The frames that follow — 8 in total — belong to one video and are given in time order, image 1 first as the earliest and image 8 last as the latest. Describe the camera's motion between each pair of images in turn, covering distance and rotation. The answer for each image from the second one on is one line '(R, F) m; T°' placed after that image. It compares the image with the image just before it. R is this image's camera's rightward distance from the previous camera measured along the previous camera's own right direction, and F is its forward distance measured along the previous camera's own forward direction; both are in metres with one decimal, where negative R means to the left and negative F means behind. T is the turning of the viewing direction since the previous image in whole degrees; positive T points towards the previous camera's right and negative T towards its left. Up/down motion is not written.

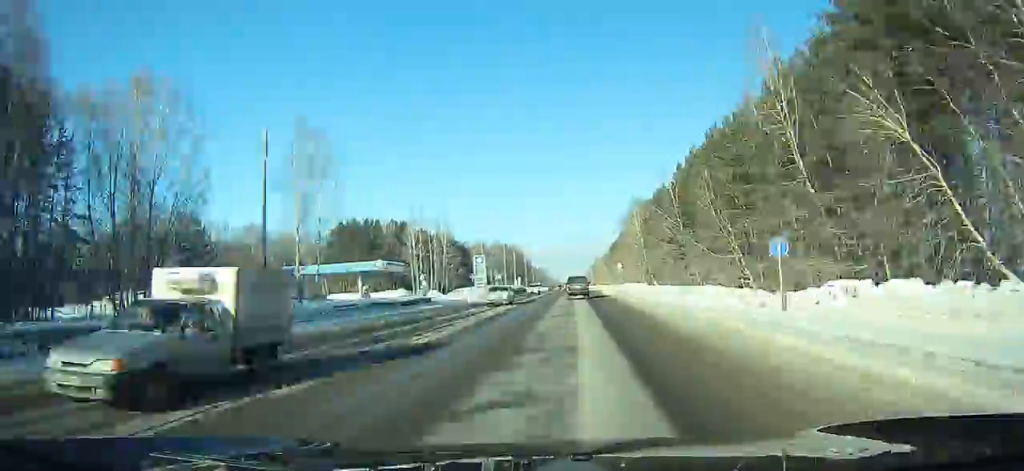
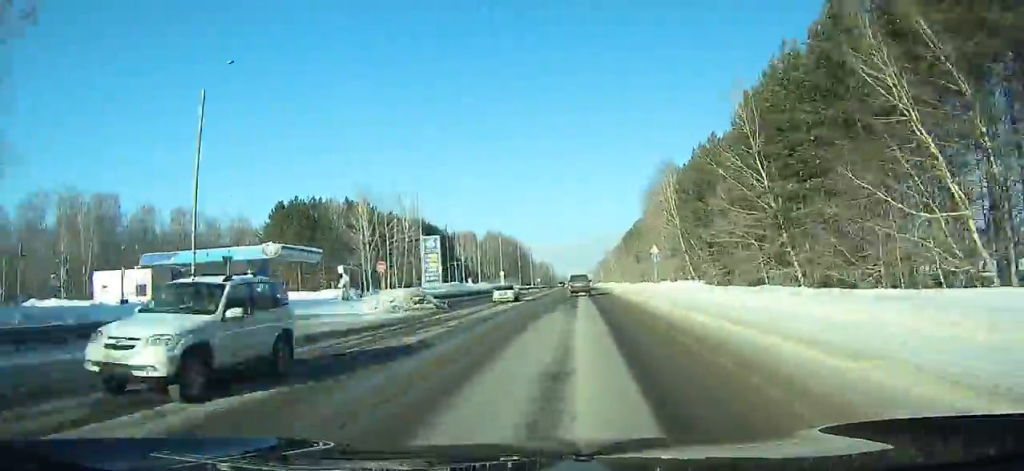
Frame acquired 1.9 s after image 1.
(0.0, +34.6) m; 0°
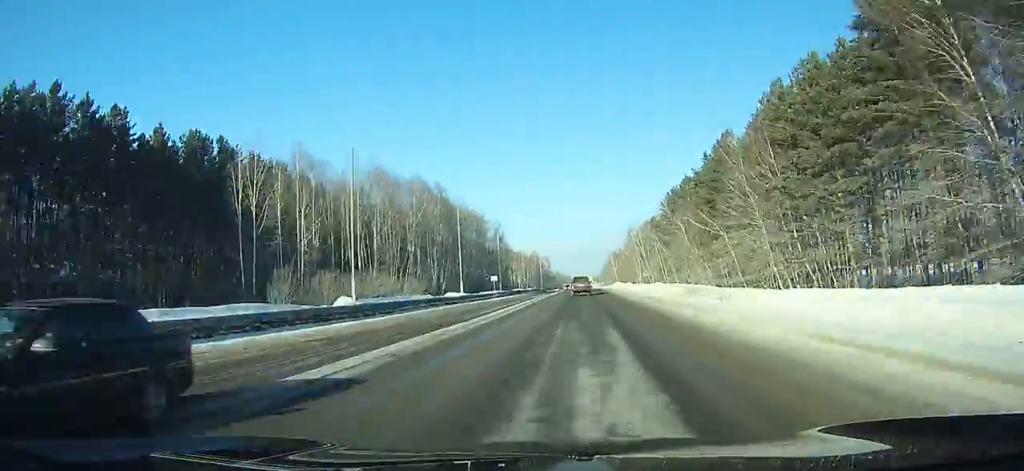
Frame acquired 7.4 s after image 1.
(-1.0, +104.7) m; -1°
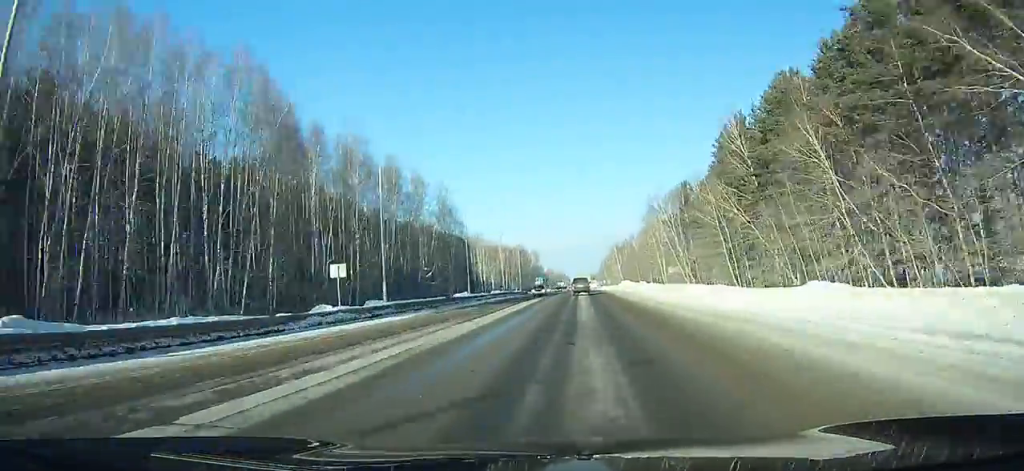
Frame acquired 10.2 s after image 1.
(+0.1, +55.4) m; 0°
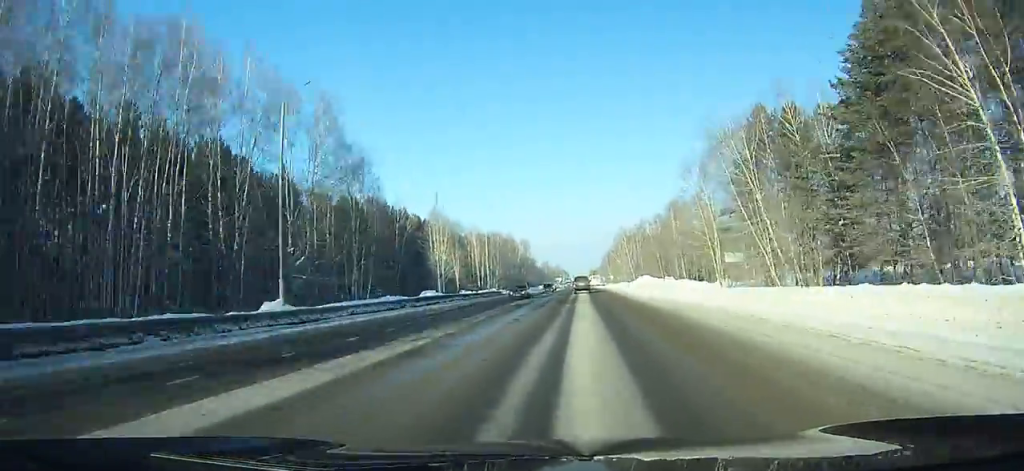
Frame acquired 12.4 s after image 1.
(0.0, +44.3) m; 0°
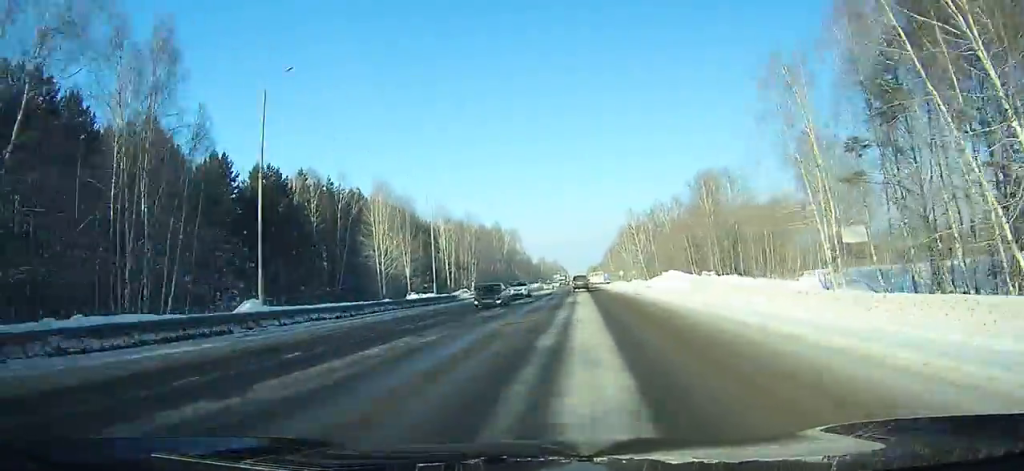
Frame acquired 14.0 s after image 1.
(0.0, +32.4) m; 0°
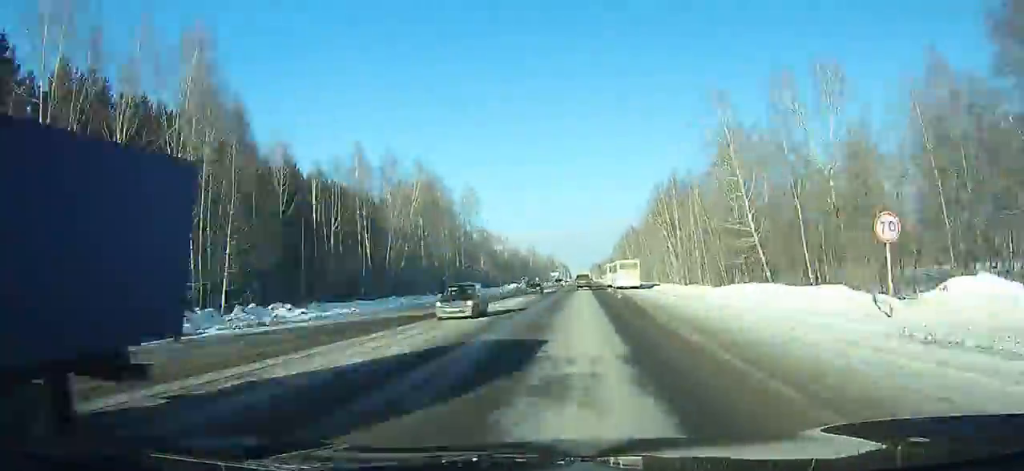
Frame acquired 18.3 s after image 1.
(+0.1, +88.1) m; 0°
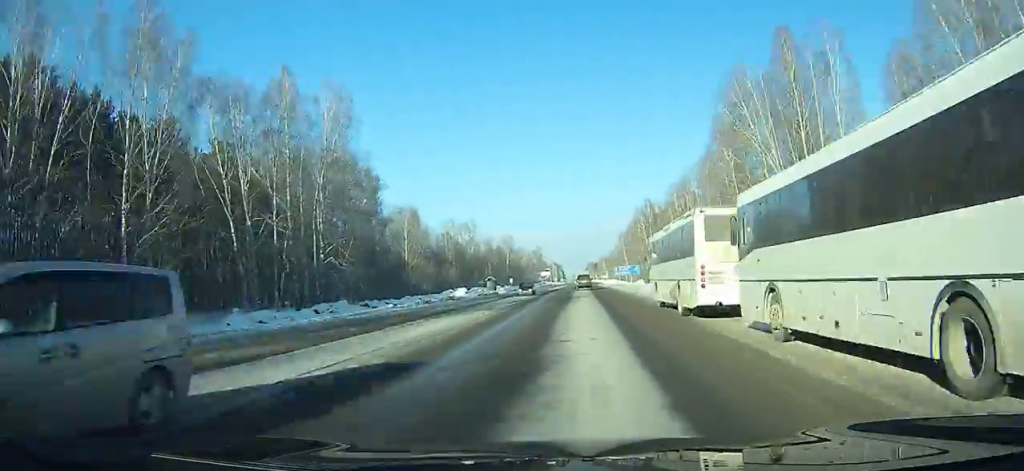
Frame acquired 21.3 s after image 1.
(0.0, +61.9) m; 0°
